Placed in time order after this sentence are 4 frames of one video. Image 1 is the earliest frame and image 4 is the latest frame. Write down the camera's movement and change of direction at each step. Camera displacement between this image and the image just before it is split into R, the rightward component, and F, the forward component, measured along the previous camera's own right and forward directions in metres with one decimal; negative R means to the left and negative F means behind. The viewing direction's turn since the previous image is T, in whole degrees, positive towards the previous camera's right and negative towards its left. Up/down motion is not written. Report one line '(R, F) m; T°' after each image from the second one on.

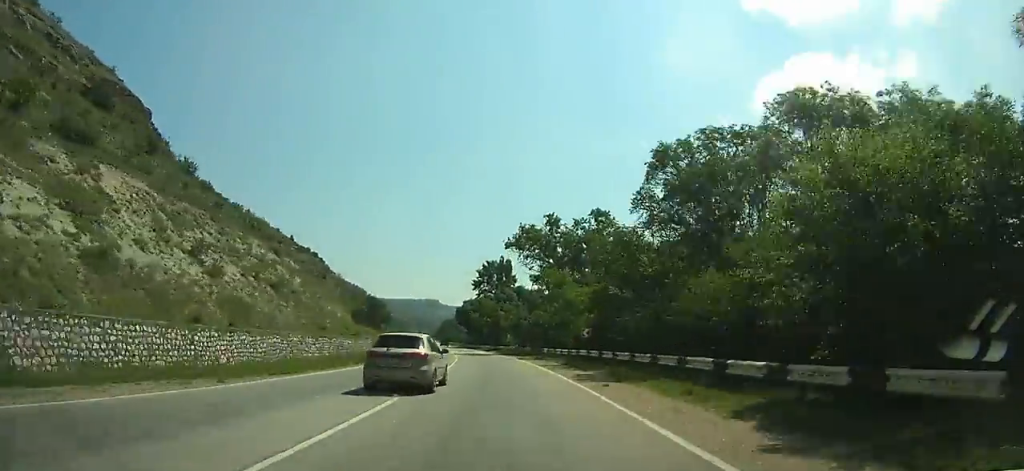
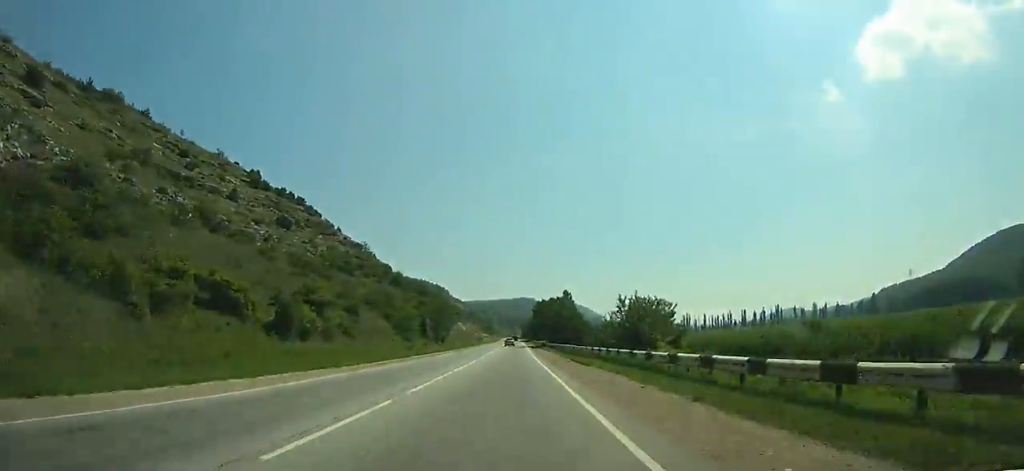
(-19.9, +159.5) m; -10°
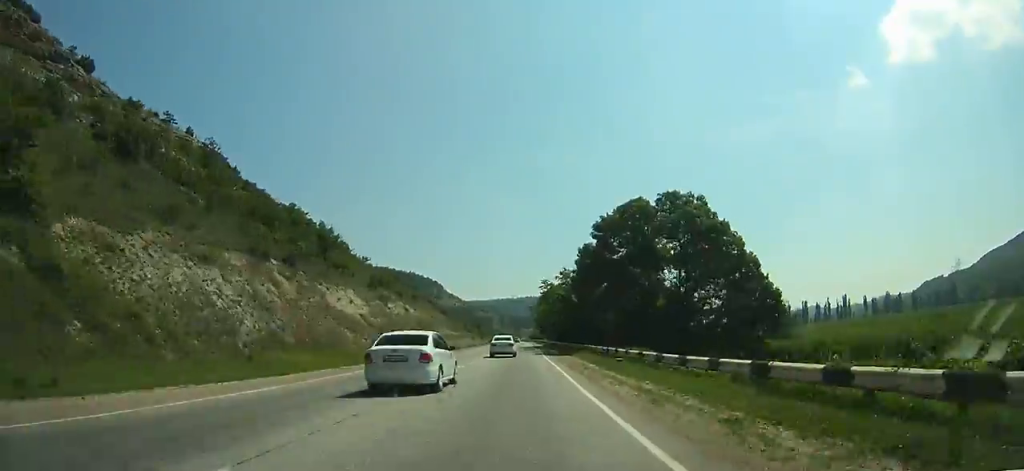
(-0.6, +133.8) m; 0°
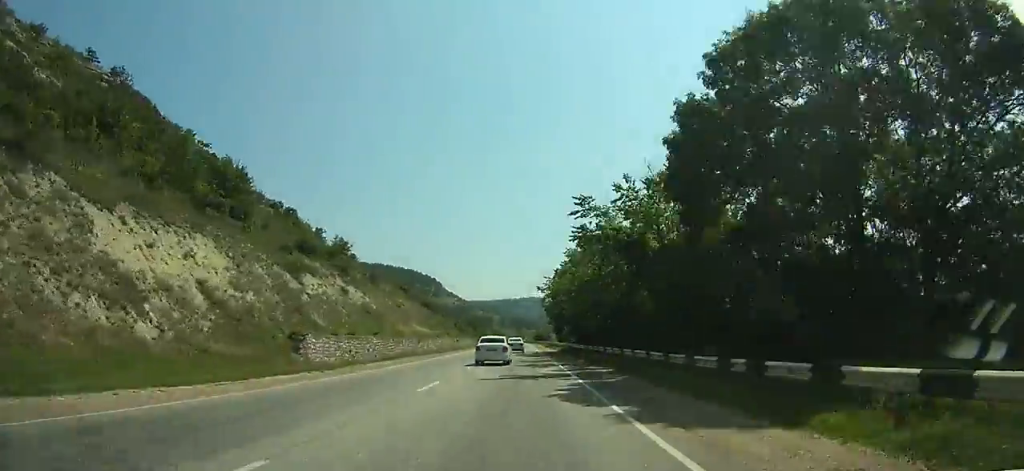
(+0.1, +34.6) m; 0°
